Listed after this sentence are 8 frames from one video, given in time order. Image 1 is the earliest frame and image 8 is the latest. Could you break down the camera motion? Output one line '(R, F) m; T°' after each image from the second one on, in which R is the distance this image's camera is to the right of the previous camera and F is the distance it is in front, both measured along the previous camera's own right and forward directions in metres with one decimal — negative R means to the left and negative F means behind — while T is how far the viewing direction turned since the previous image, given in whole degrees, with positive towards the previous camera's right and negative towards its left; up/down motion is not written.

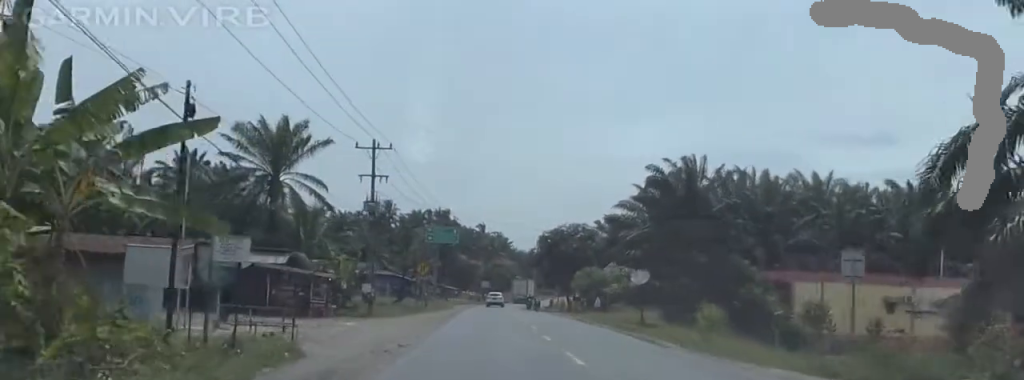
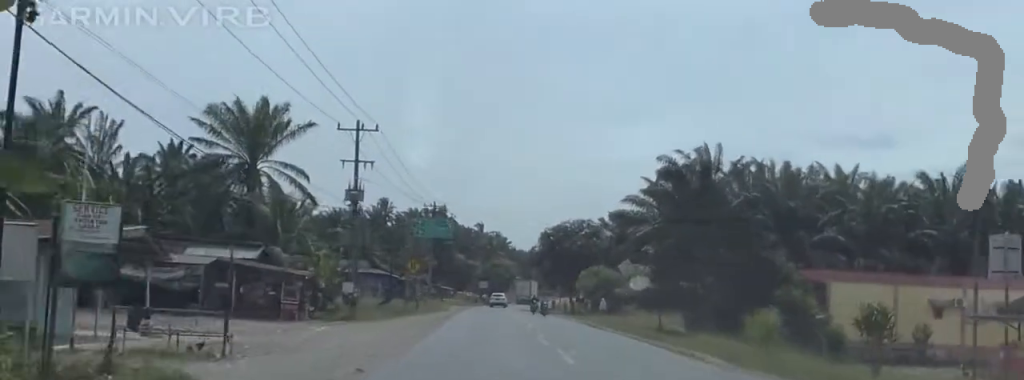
(-0.1, +6.5) m; +1°
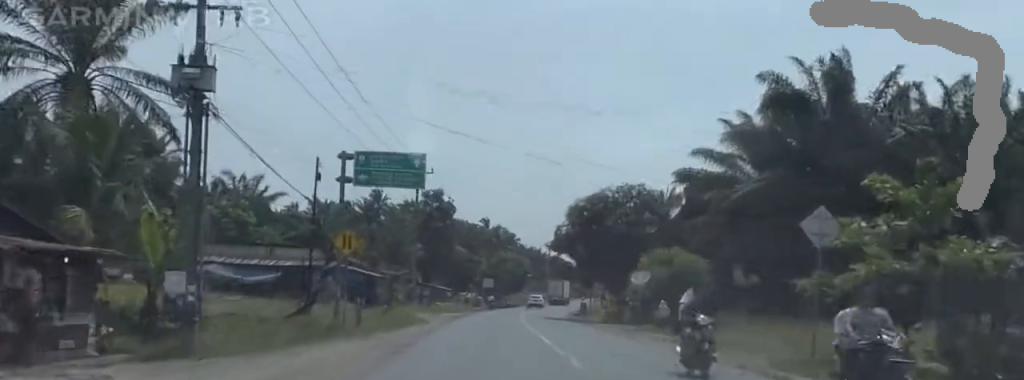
(+0.1, +28.1) m; +1°
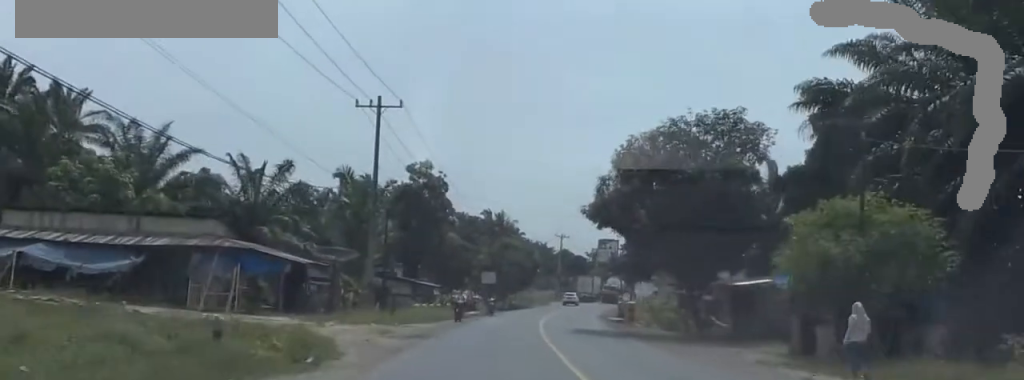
(+0.7, +24.4) m; -1°
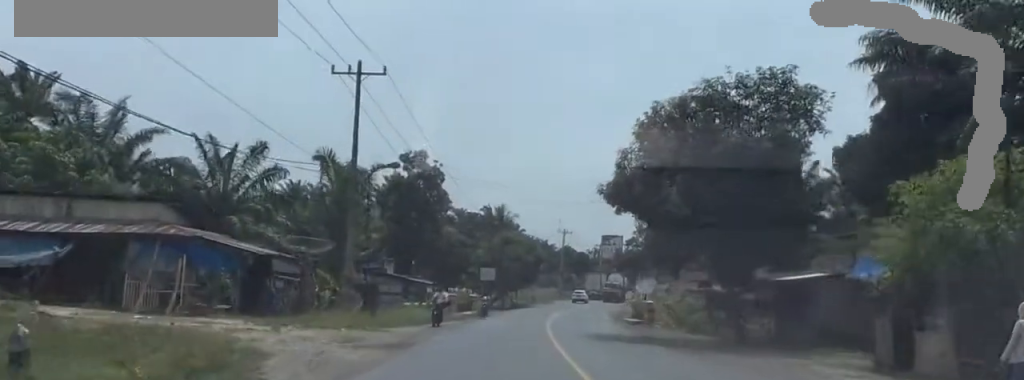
(0.0, +6.5) m; -1°
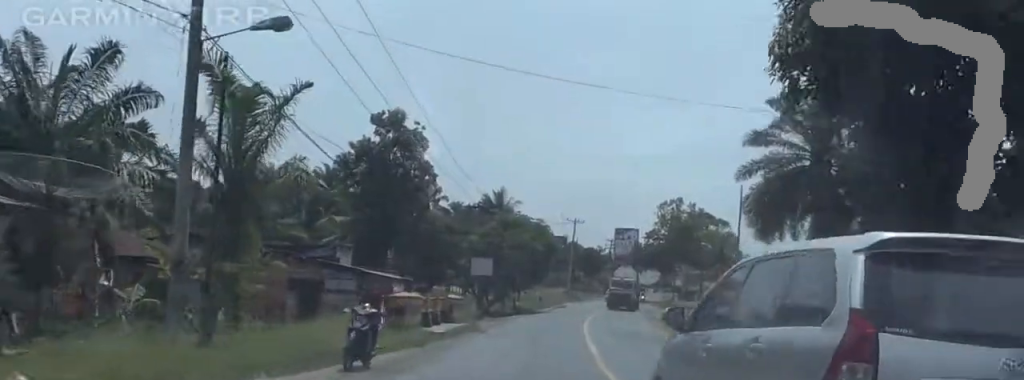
(-0.3, +20.8) m; -2°
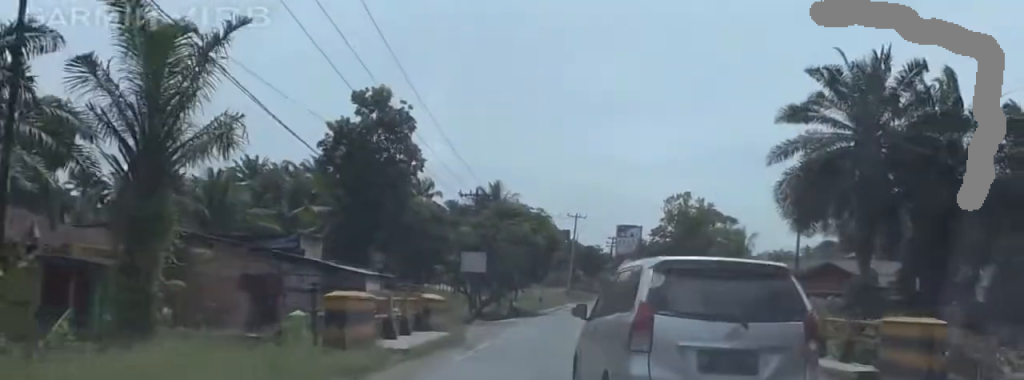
(0.0, +7.7) m; -1°
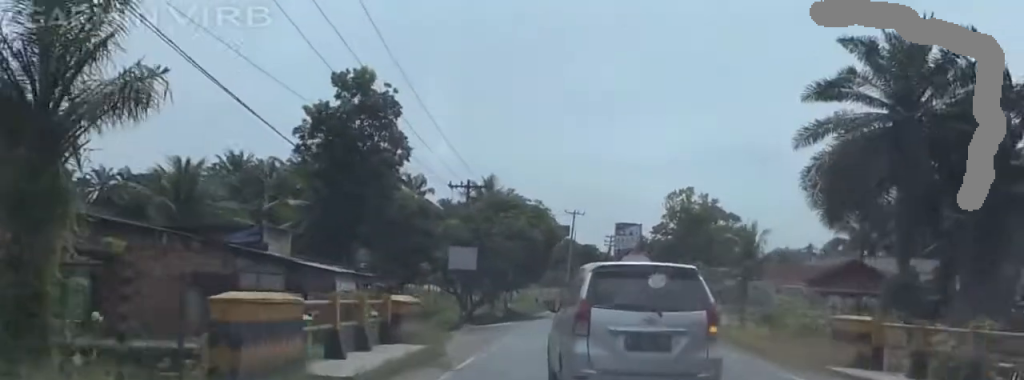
(+0.1, +5.5) m; -1°
